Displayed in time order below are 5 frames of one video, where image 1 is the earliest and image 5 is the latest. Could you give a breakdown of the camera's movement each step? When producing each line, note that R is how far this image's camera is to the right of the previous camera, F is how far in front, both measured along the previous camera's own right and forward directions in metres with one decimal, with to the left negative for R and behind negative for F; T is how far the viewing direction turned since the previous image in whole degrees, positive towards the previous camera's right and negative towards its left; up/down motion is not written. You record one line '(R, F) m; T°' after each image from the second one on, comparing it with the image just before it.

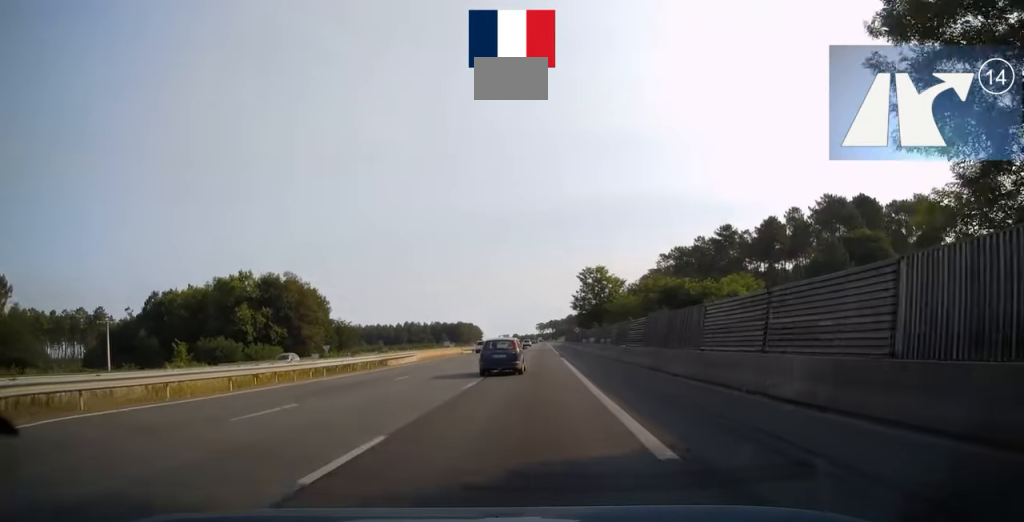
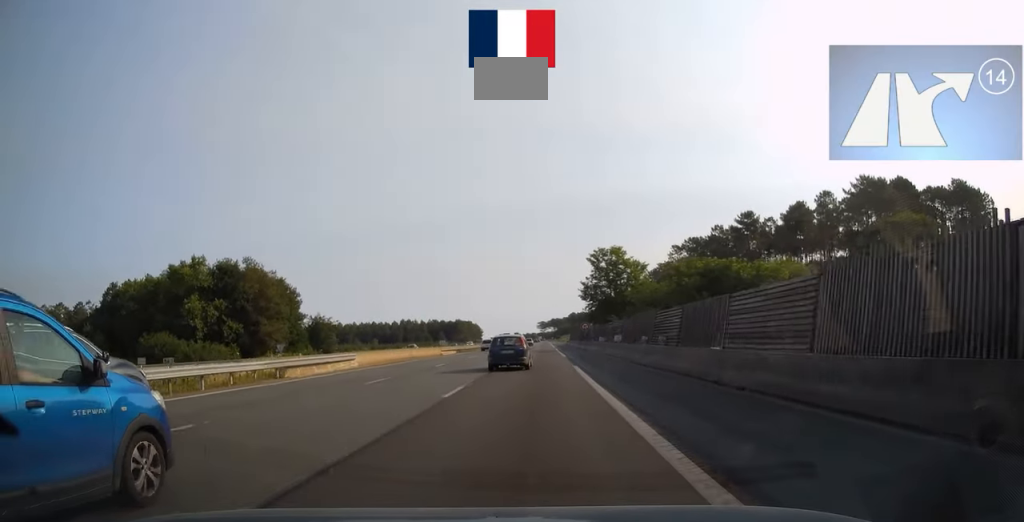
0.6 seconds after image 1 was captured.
(0.0, +17.7) m; 0°
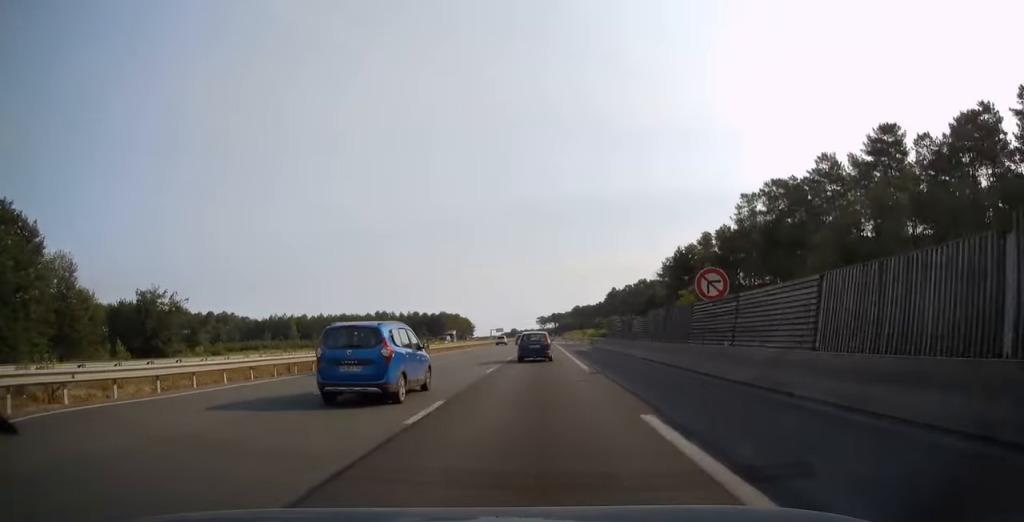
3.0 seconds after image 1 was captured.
(-0.1, +69.7) m; 0°
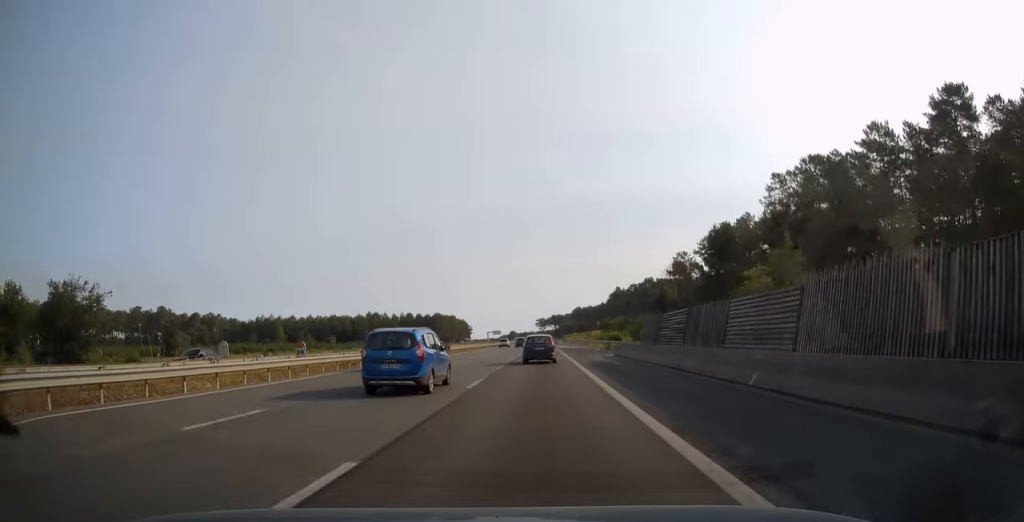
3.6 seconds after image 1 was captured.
(0.0, +18.7) m; 0°
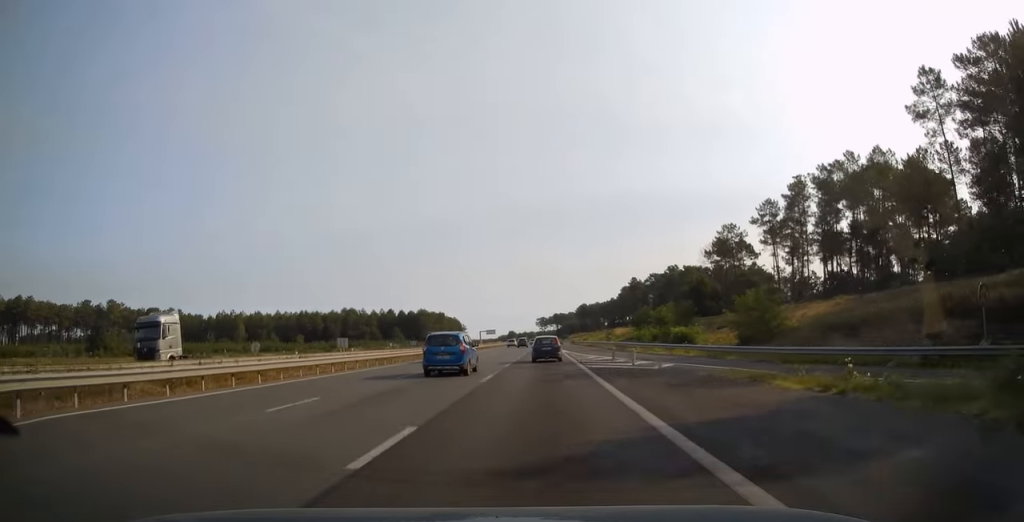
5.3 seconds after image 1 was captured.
(0.0, +49.3) m; 0°
